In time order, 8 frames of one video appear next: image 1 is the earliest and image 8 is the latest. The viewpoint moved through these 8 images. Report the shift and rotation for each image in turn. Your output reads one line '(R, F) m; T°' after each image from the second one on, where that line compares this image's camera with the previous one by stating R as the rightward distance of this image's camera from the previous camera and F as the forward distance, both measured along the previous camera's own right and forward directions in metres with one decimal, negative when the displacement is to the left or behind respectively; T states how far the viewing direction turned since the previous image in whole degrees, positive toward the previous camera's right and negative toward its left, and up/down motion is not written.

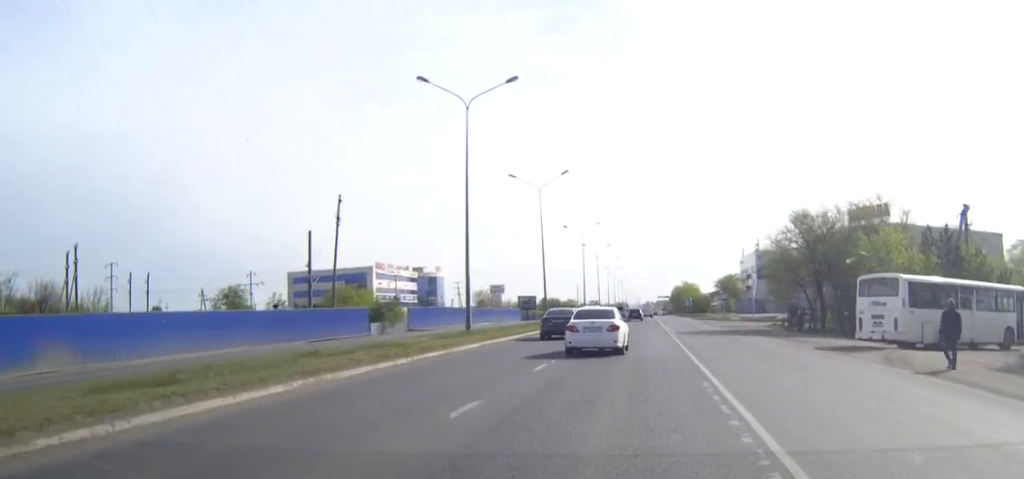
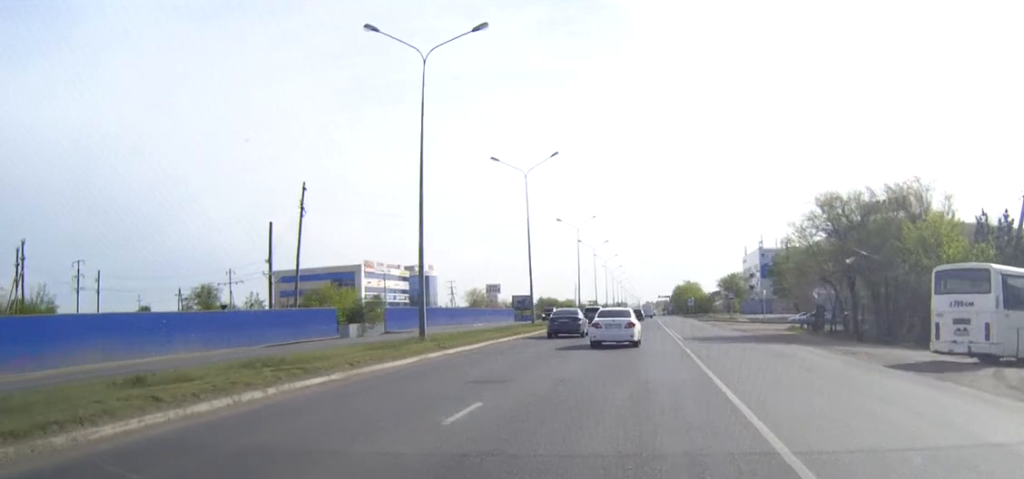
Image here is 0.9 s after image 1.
(0.0, +8.9) m; 0°
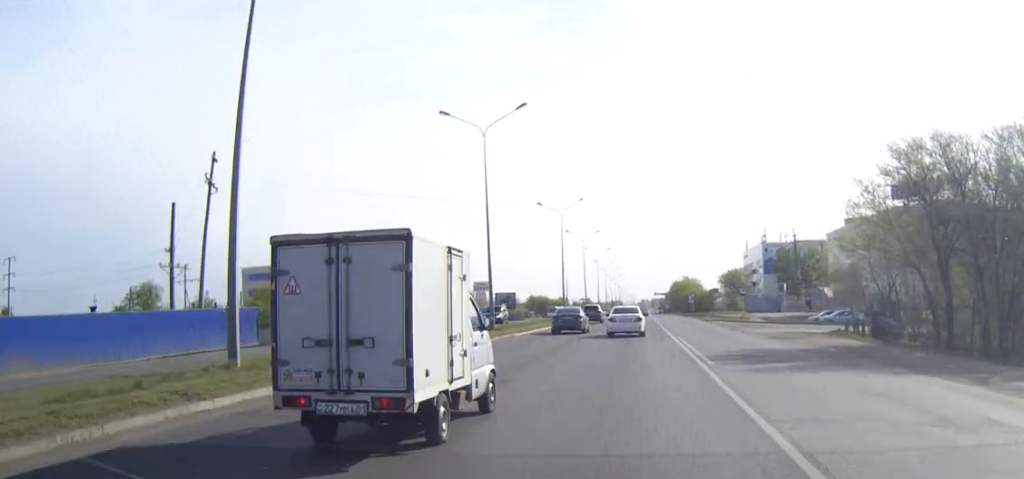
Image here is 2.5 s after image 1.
(+0.2, +15.8) m; +1°
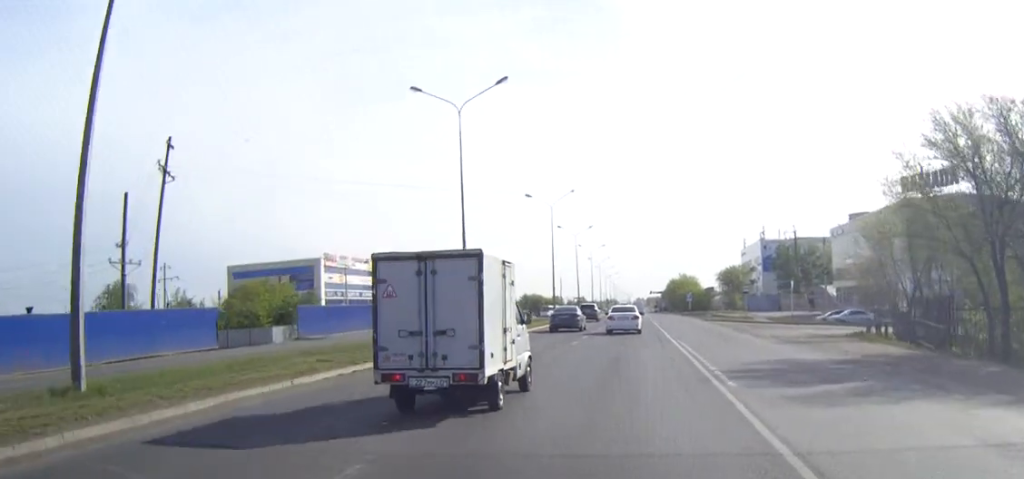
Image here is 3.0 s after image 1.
(0.0, +5.7) m; 0°
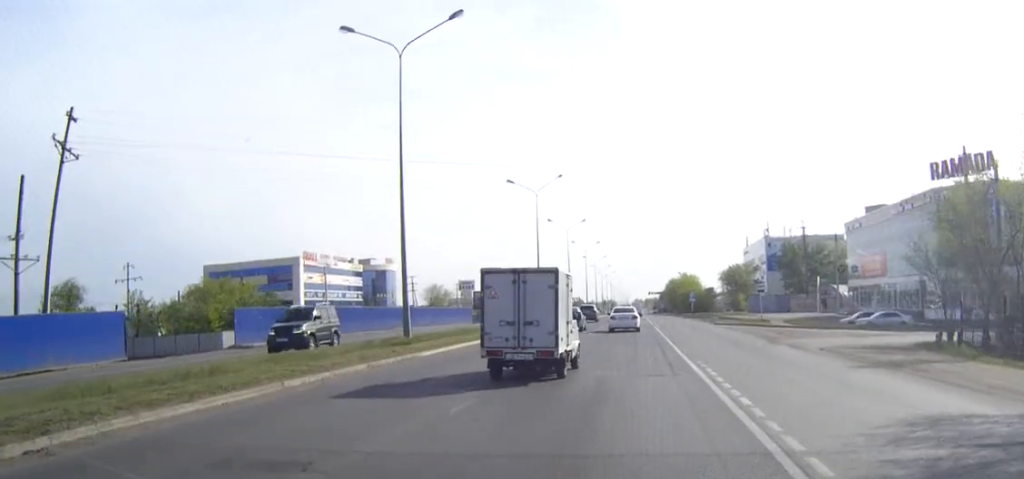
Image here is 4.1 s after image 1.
(0.0, +11.1) m; 0°
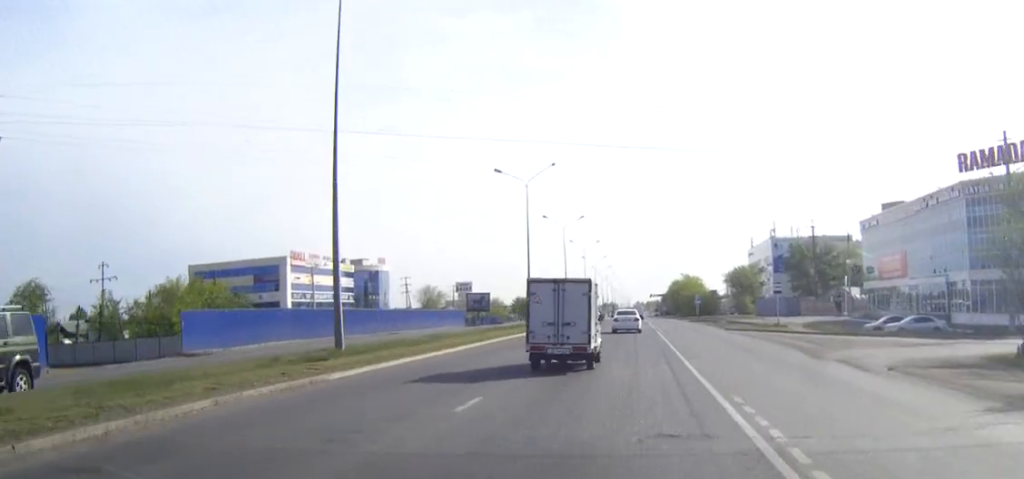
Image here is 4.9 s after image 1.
(0.0, +7.7) m; 0°
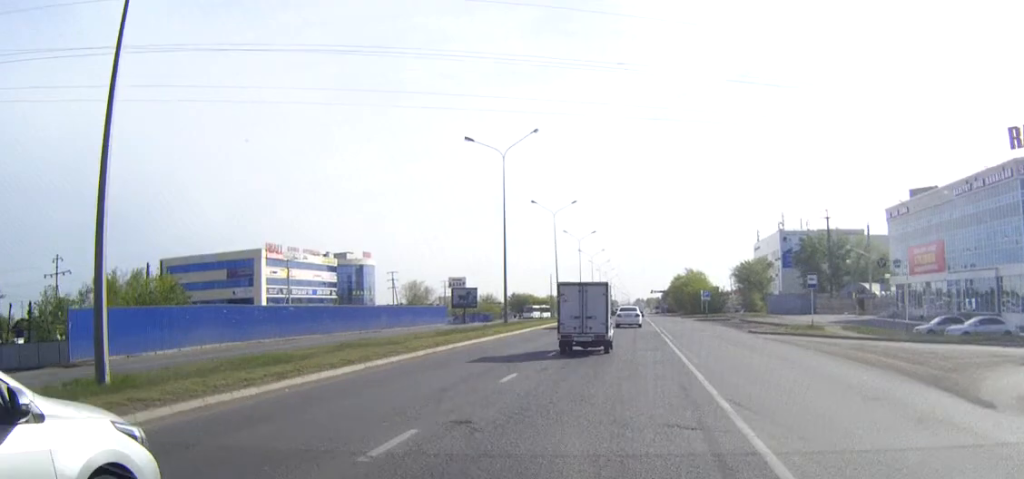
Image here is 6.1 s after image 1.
(-0.1, +12.2) m; 0°
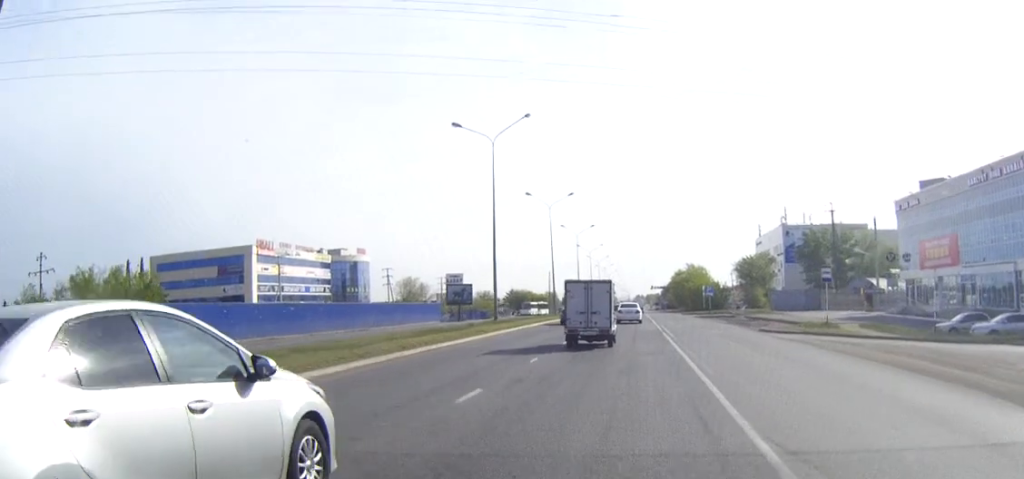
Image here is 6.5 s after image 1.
(0.0, +3.9) m; 0°
